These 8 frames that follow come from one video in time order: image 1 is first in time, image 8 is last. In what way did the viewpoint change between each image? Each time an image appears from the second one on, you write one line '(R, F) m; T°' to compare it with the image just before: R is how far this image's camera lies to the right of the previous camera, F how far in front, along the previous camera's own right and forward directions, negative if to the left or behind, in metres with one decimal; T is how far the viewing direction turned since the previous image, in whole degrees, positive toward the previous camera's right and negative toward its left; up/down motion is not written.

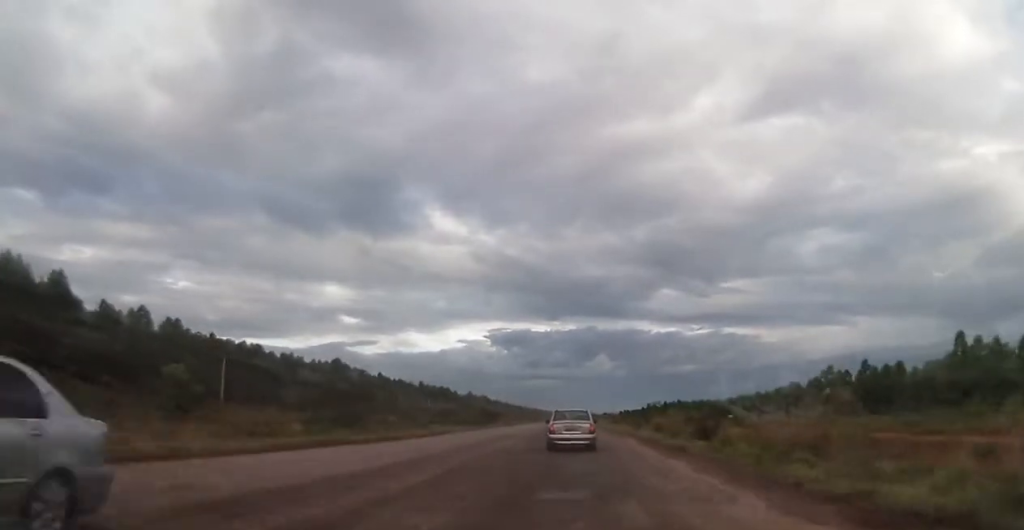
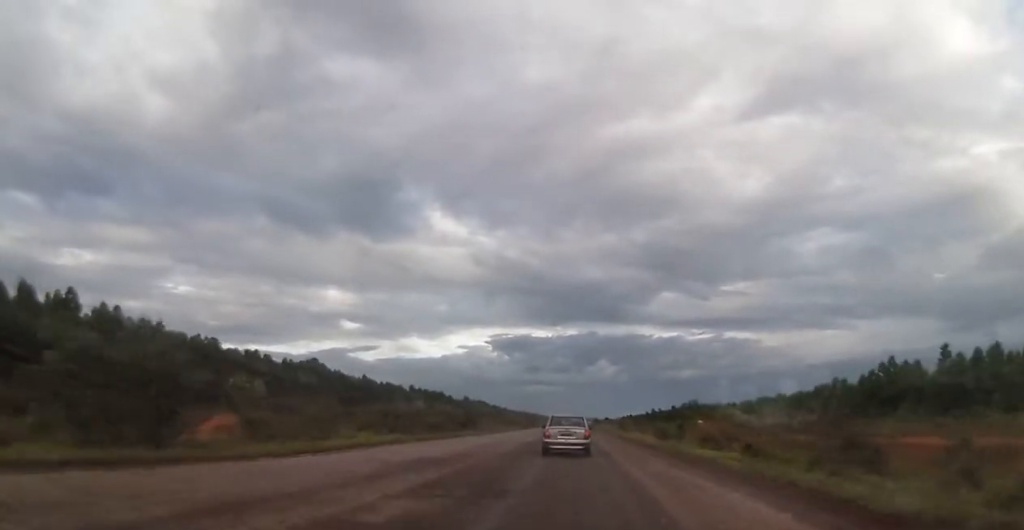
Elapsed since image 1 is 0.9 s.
(0.0, +18.9) m; -2°
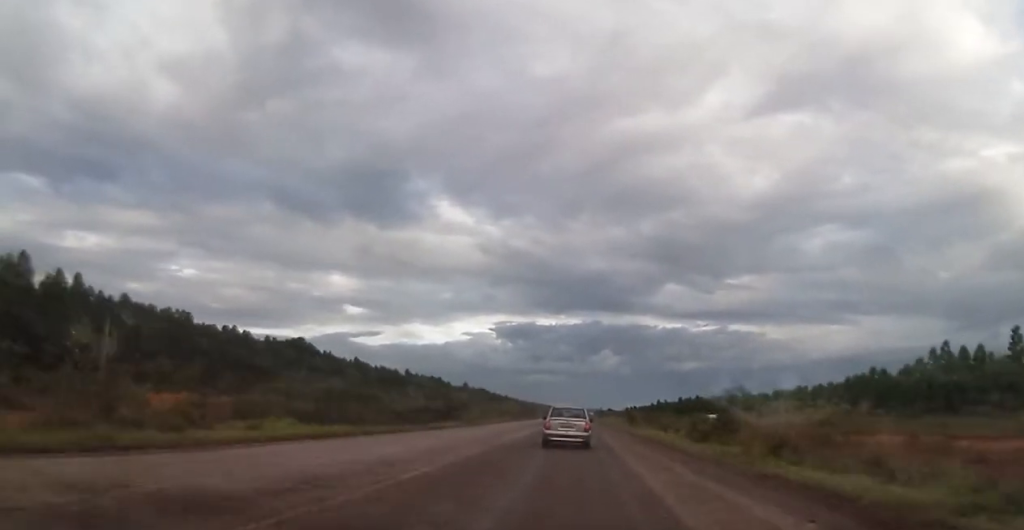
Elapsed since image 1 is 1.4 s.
(-0.2, +11.4) m; -1°
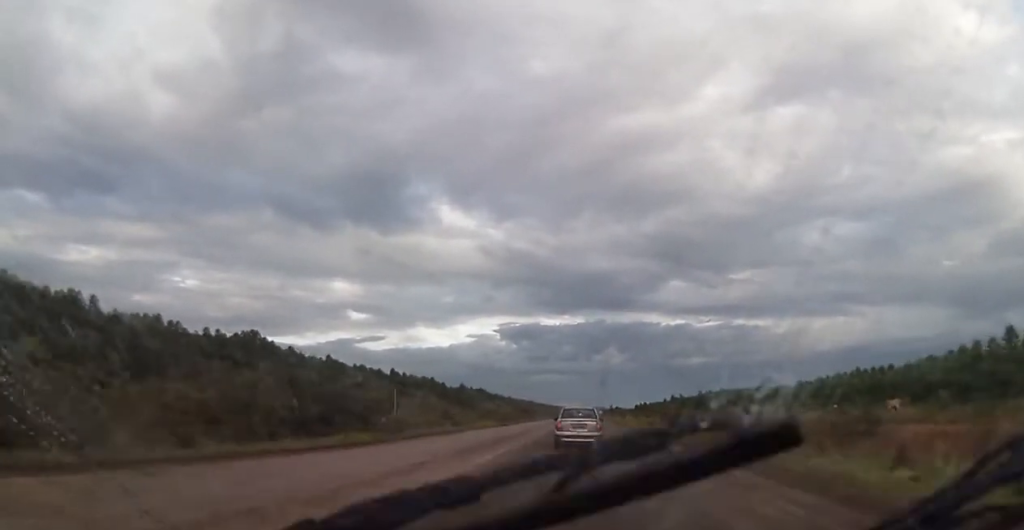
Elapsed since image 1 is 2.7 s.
(-0.4, +28.2) m; 0°
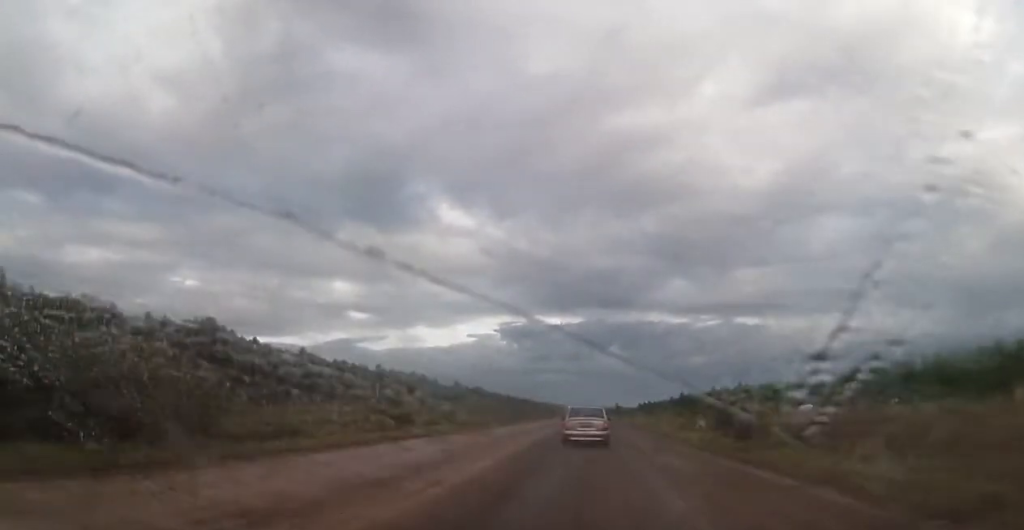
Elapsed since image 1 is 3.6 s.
(+0.2, +19.0) m; +1°
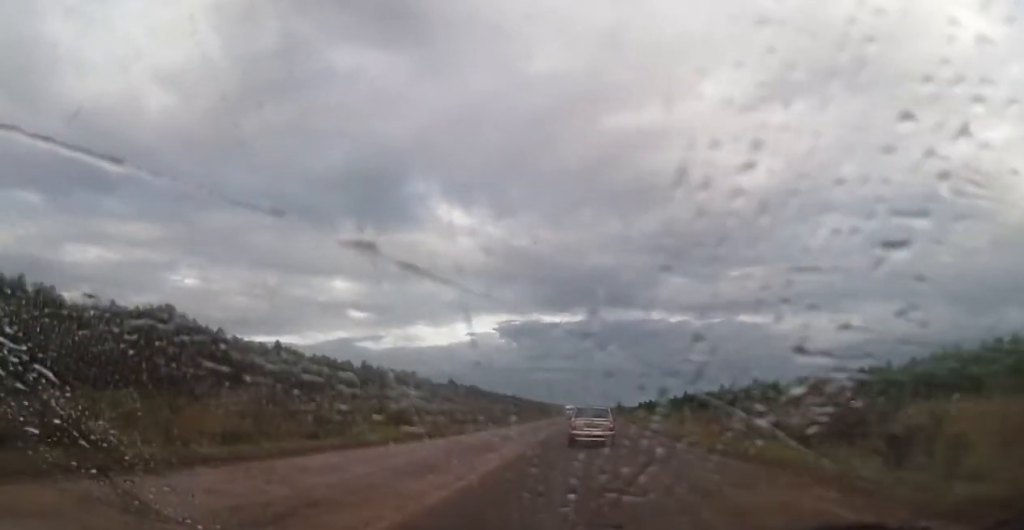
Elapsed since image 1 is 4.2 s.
(+0.1, +13.9) m; 0°
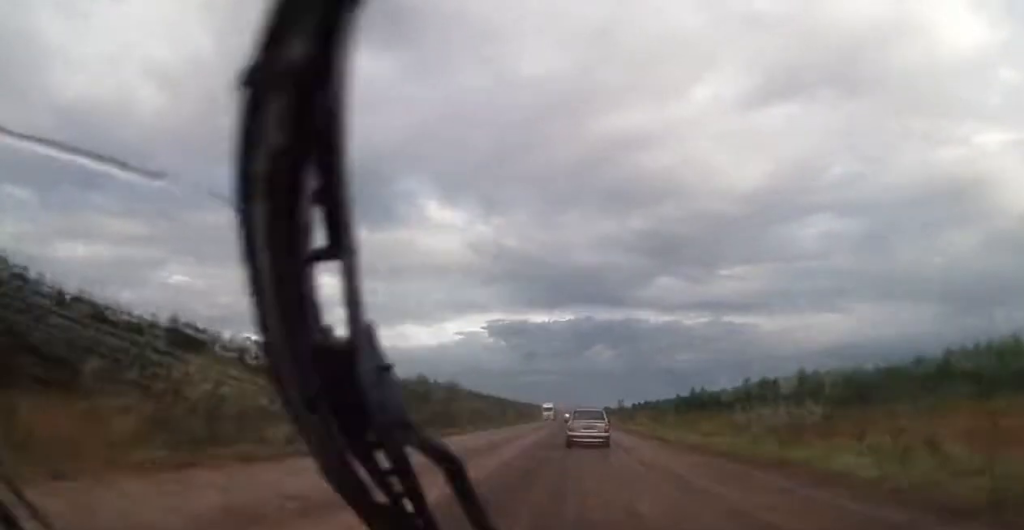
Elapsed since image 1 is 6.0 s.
(-1.2, +39.2) m; -1°
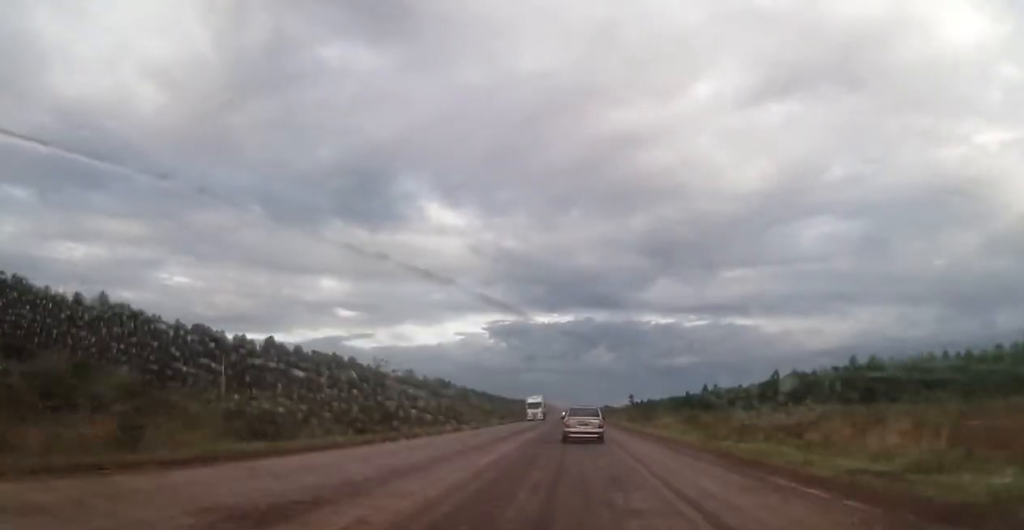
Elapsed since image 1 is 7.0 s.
(+0.9, +21.4) m; +2°
